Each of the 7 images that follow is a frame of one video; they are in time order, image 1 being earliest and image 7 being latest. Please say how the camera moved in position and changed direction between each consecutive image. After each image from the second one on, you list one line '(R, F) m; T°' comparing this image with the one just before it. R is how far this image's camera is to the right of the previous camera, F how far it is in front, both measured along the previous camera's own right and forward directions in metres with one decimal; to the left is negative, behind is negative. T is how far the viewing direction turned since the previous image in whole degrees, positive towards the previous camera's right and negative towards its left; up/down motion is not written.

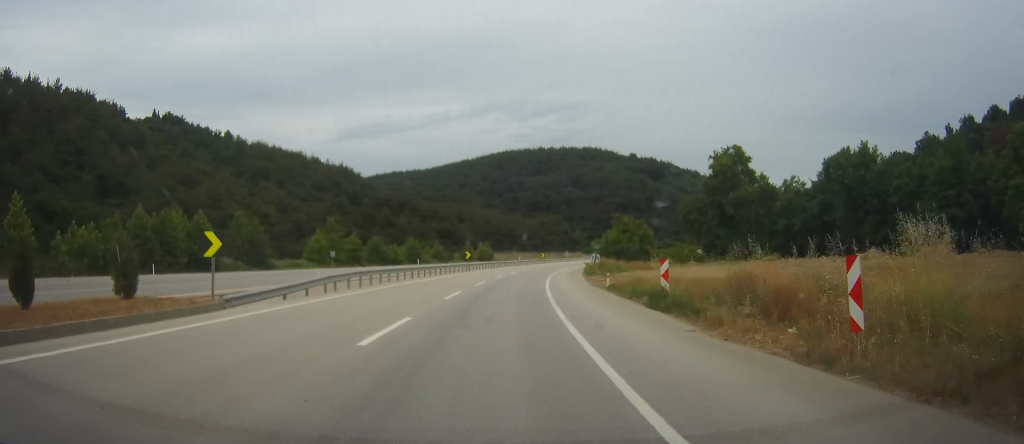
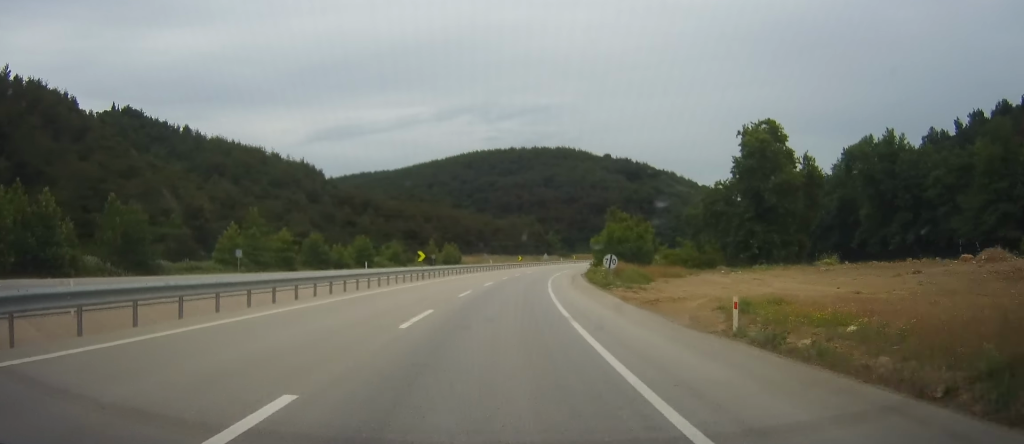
(+0.1, +20.8) m; +1°
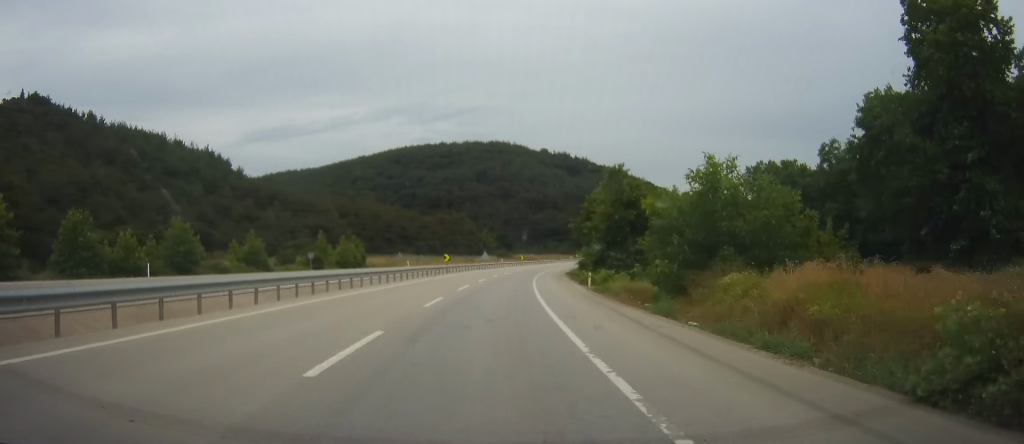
(+1.9, +43.3) m; +6°
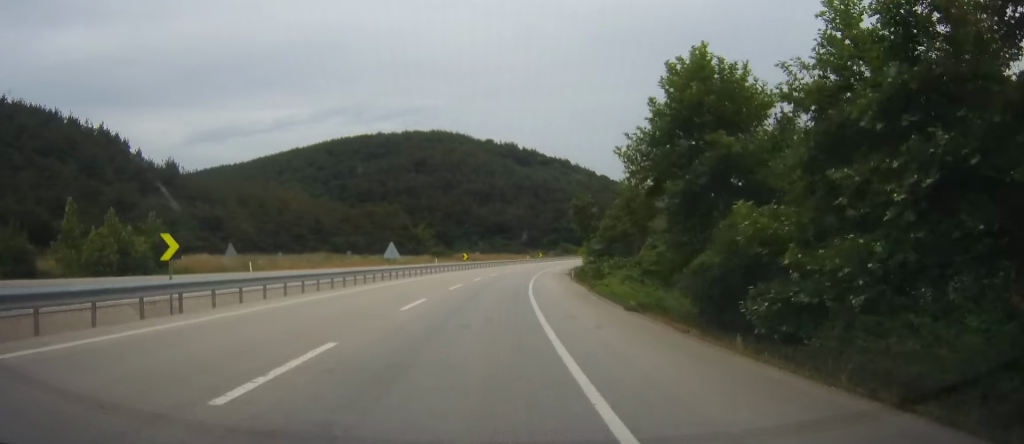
(+3.2, +50.6) m; +6°
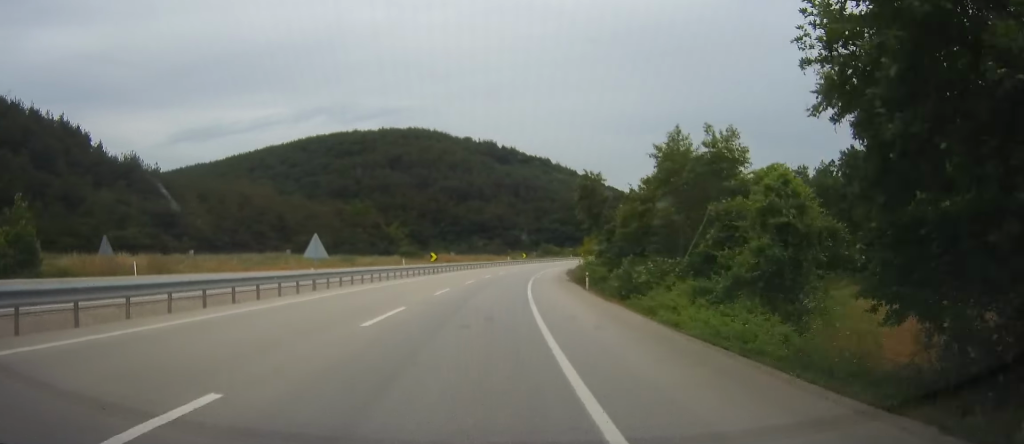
(+0.2, +16.7) m; +1°
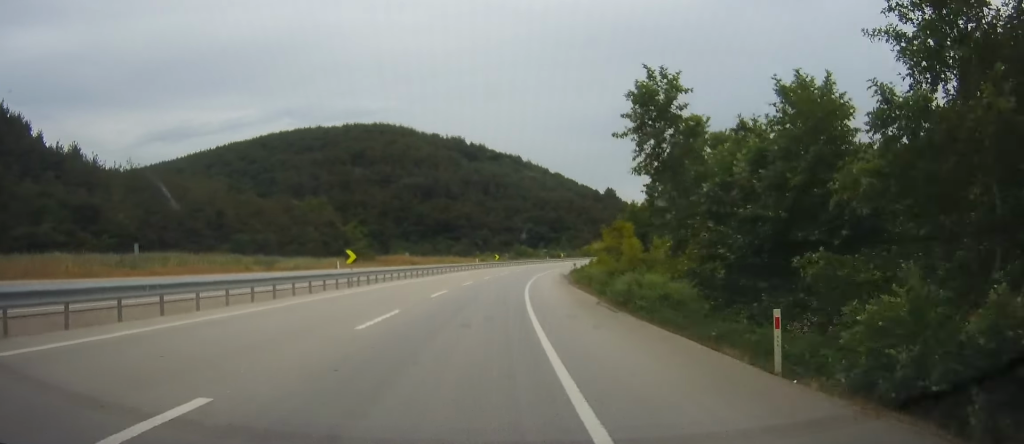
(+0.5, +25.0) m; +2°
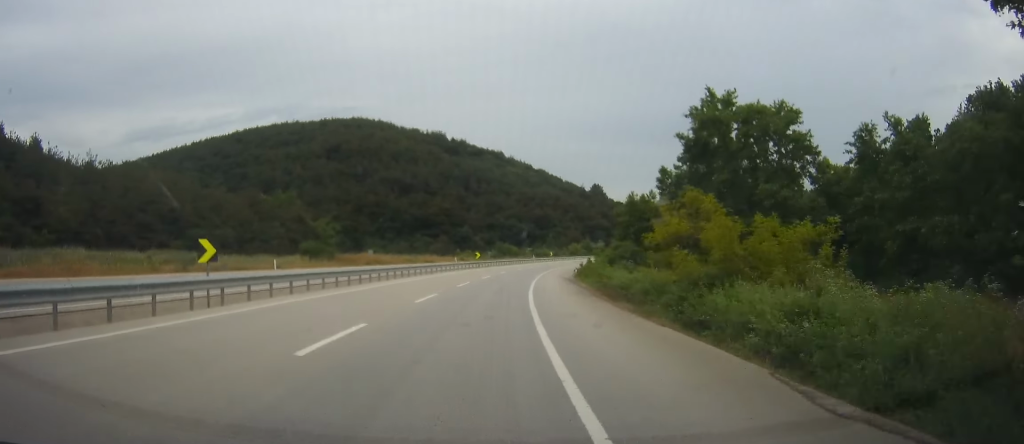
(-0.2, +17.6) m; +1°
